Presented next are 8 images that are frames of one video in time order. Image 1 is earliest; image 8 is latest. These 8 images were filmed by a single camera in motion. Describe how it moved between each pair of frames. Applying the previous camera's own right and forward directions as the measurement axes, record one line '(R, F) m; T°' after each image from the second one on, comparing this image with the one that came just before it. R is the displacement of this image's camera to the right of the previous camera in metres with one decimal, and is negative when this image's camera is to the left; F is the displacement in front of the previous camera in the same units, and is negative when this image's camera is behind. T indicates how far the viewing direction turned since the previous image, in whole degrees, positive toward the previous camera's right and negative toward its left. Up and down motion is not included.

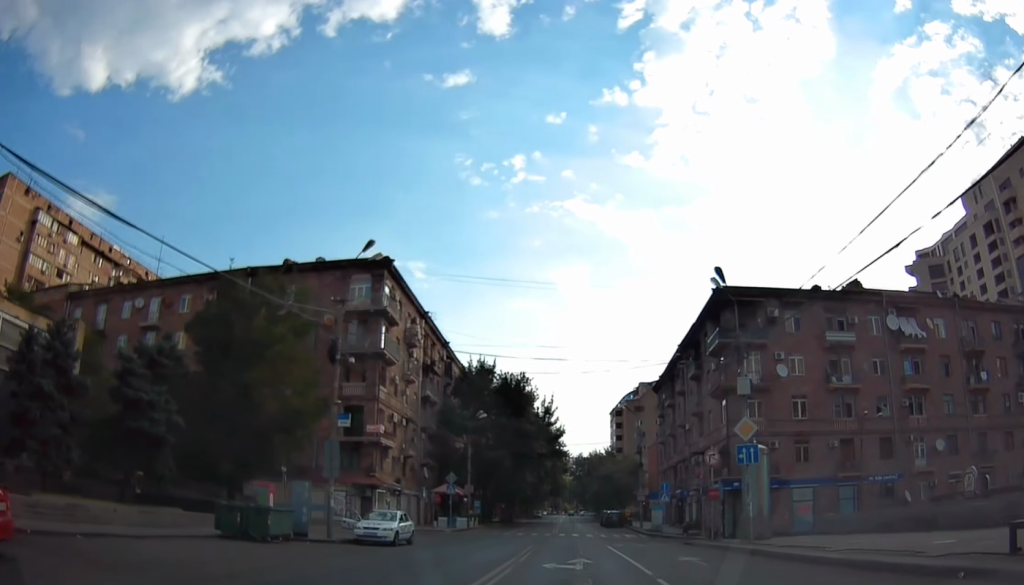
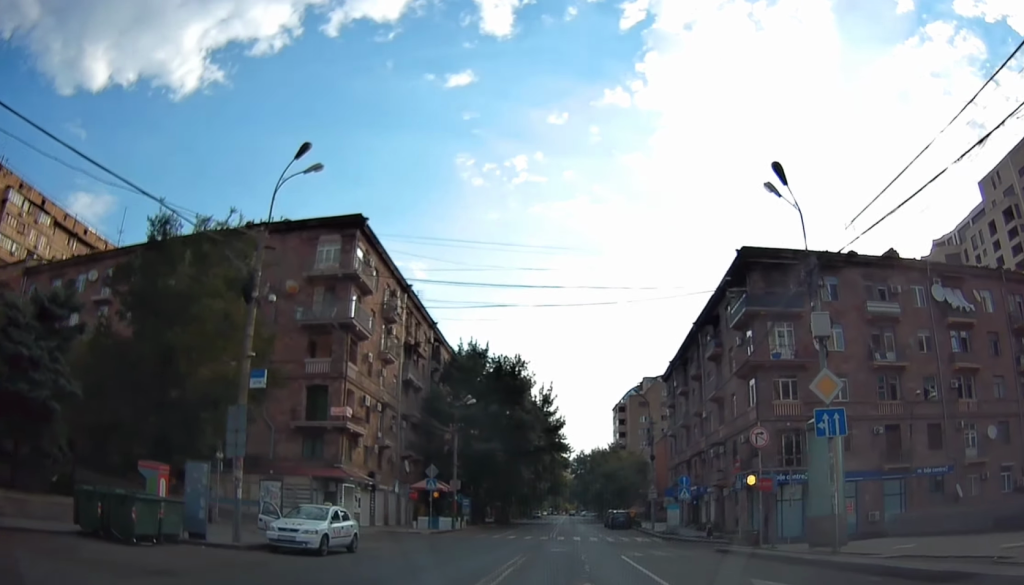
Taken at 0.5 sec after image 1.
(-0.1, +8.0) m; -1°
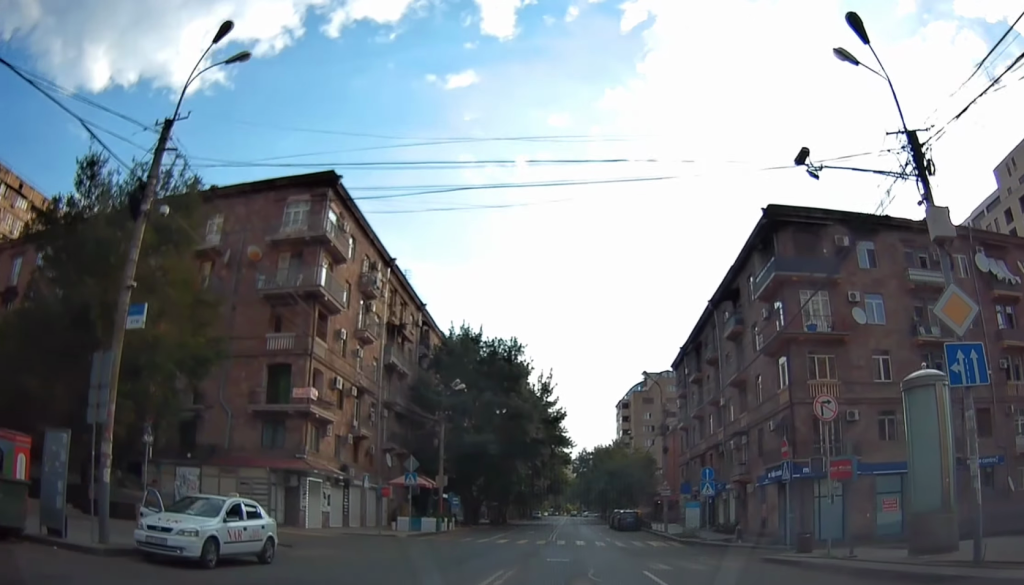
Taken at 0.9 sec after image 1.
(0.0, +6.4) m; 0°
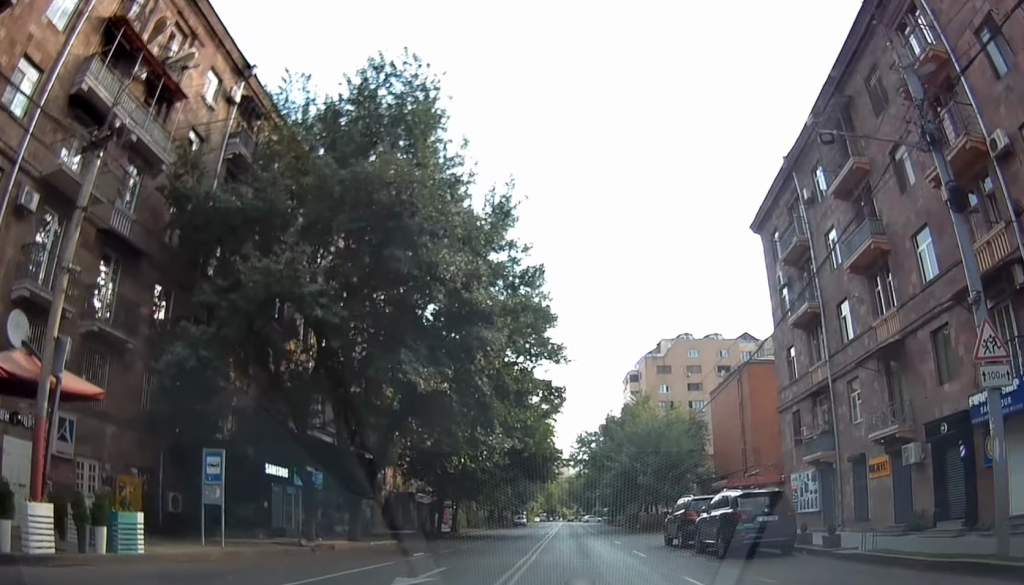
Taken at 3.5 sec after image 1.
(+0.5, +37.7) m; 0°
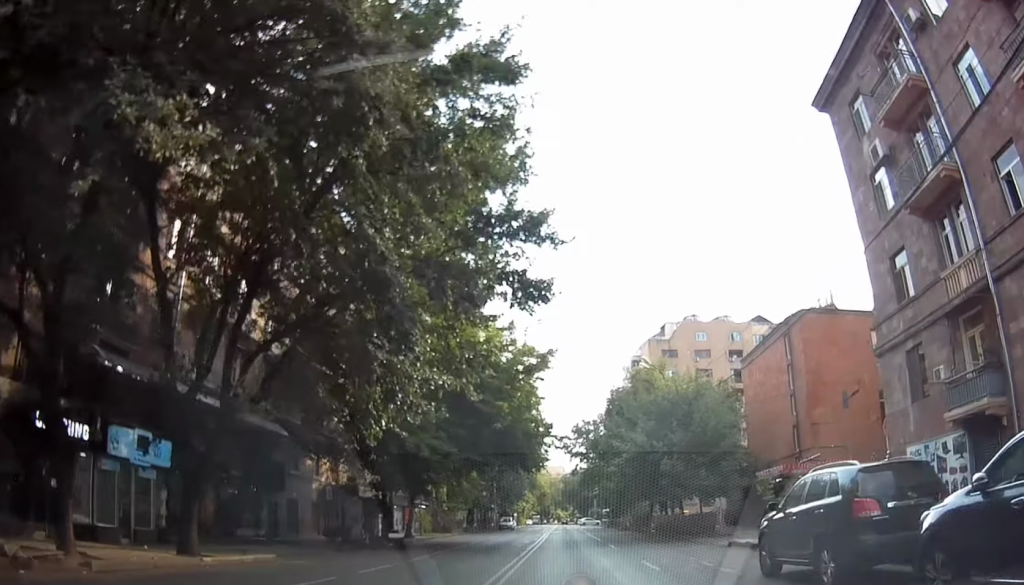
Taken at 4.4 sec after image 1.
(0.0, +13.6) m; +1°
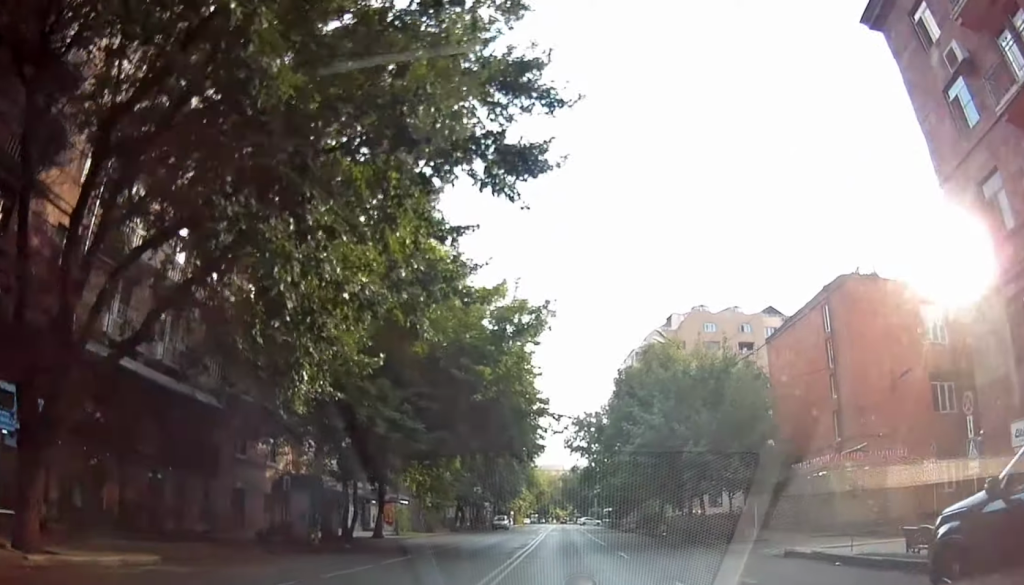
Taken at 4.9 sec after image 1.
(+0.1, +6.3) m; 0°
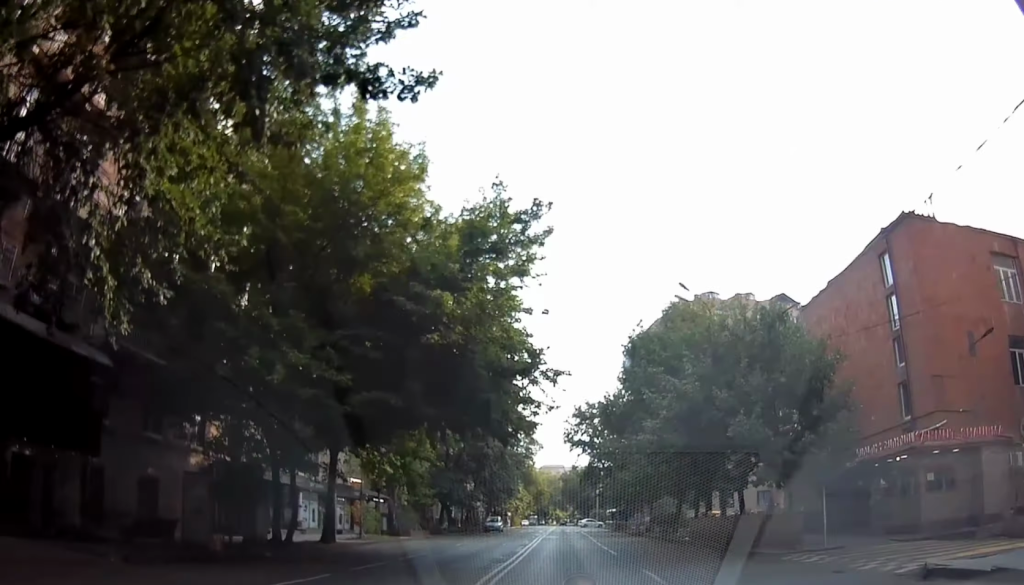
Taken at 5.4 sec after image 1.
(+0.2, +7.4) m; 0°
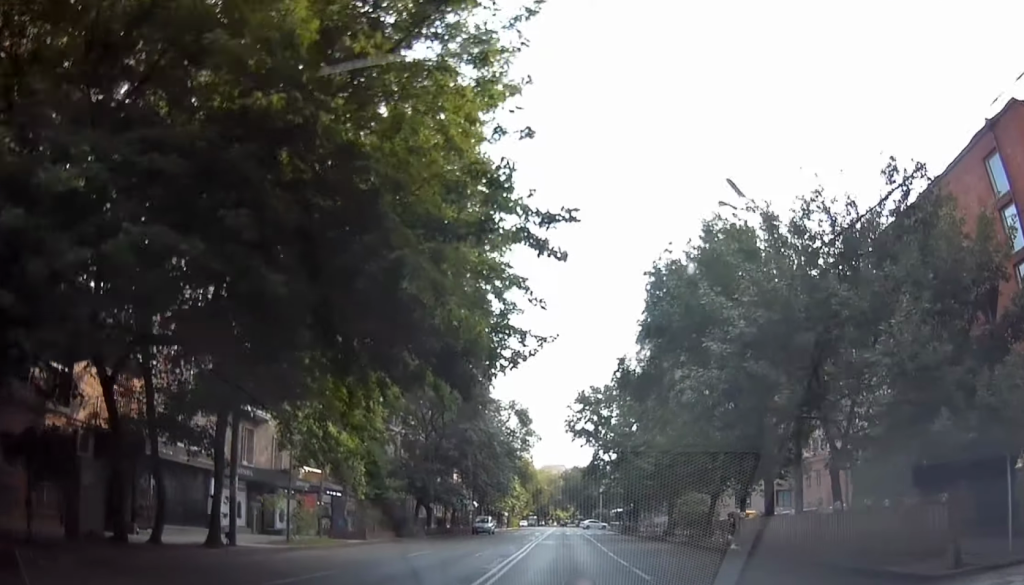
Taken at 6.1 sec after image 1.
(-0.1, +9.1) m; 0°
